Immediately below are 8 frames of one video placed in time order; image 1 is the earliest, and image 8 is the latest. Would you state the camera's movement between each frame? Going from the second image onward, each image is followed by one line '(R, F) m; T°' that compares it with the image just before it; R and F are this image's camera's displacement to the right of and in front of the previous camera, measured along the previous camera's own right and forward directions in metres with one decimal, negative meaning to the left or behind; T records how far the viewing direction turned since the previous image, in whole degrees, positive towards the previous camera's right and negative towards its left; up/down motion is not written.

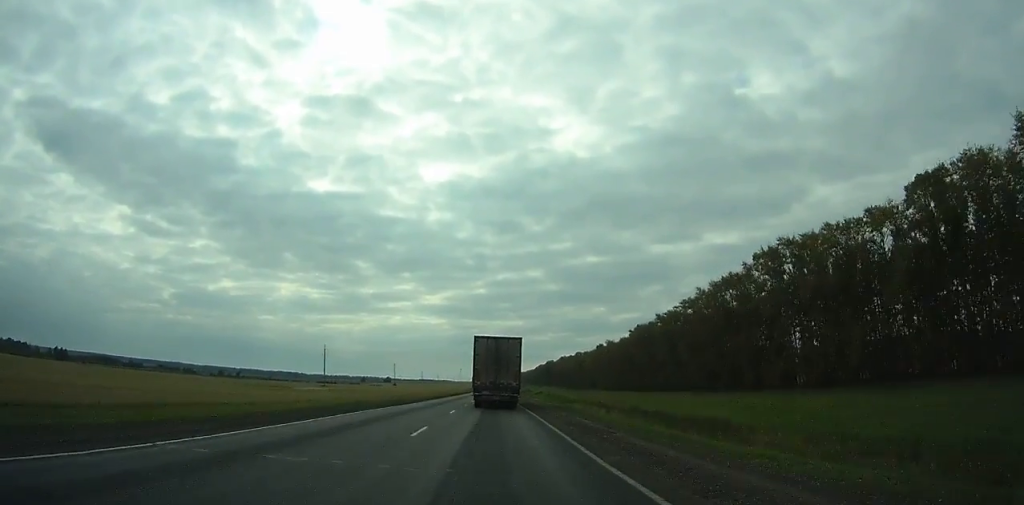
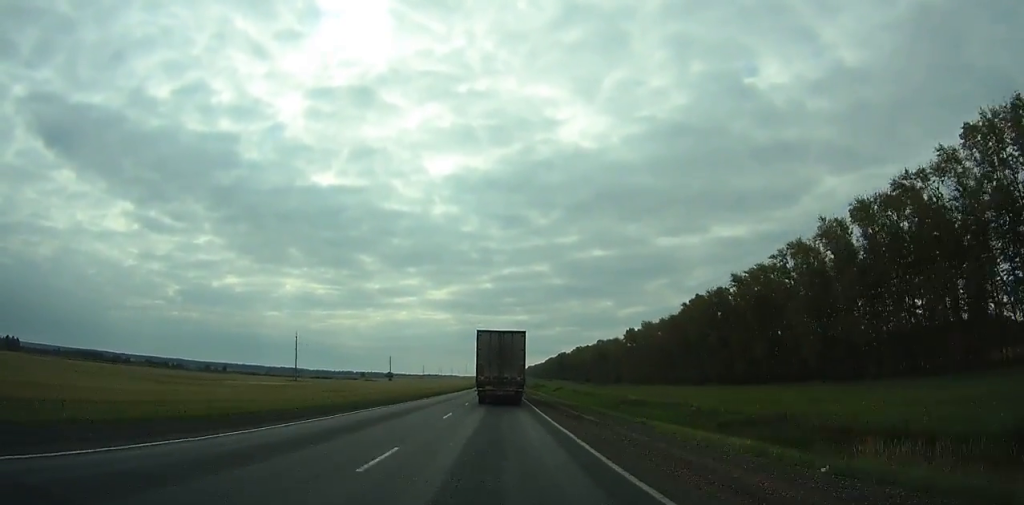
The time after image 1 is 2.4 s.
(+0.2, +53.3) m; 0°
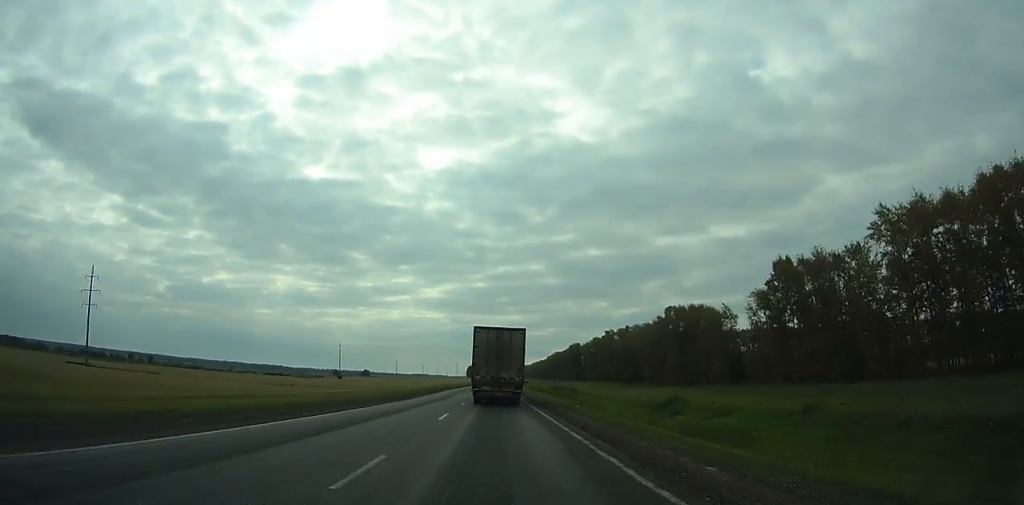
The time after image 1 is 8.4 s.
(+0.2, +133.8) m; 0°
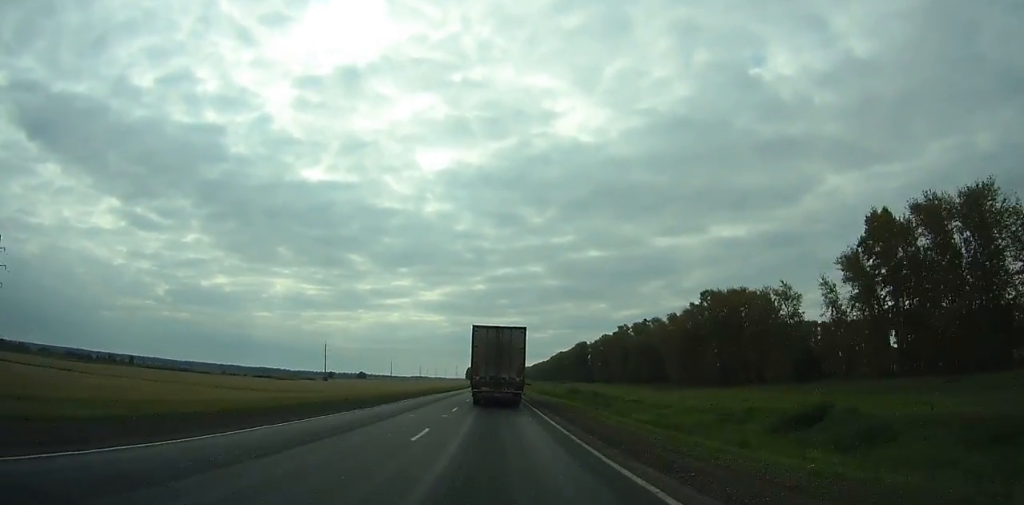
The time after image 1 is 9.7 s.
(0.0, +29.1) m; 0°
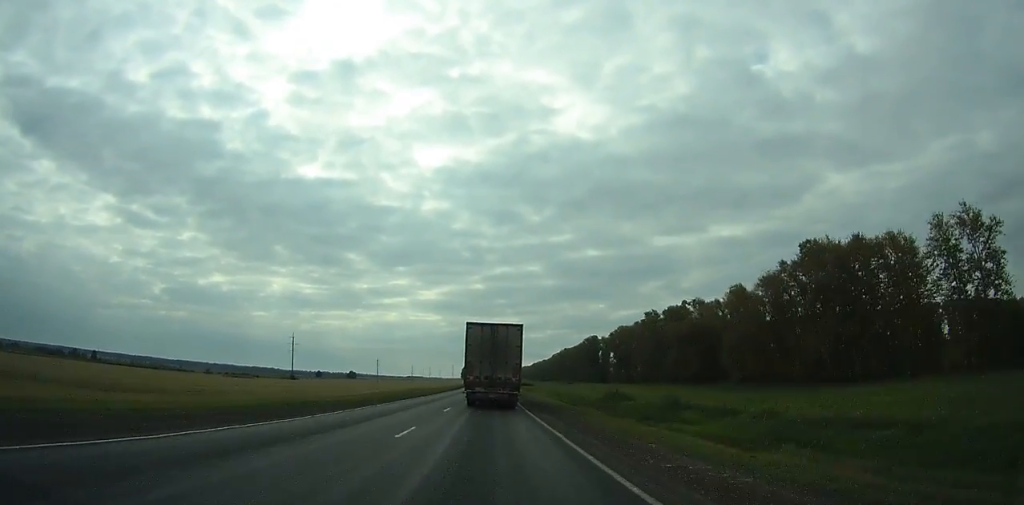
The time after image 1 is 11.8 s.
(0.0, +47.1) m; 0°
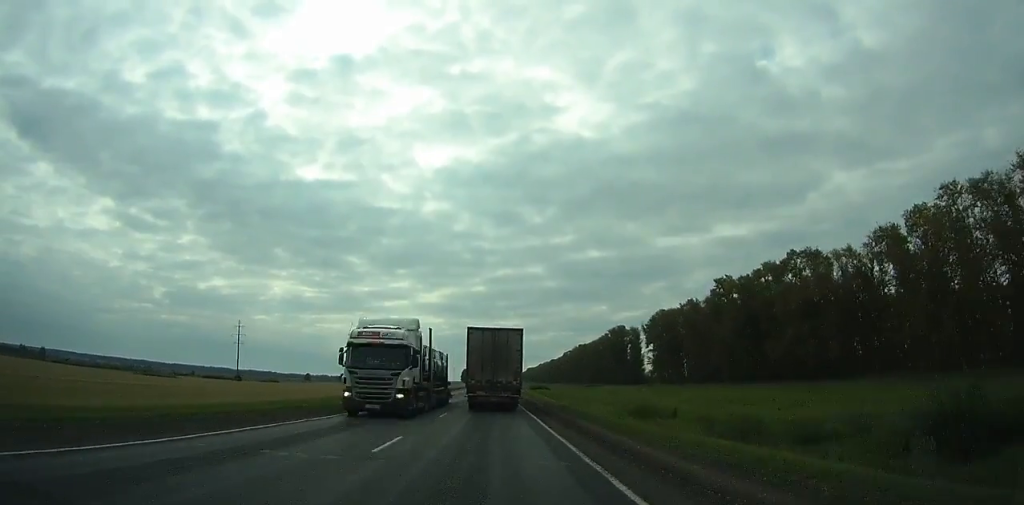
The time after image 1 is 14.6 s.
(0.0, +62.5) m; 0°
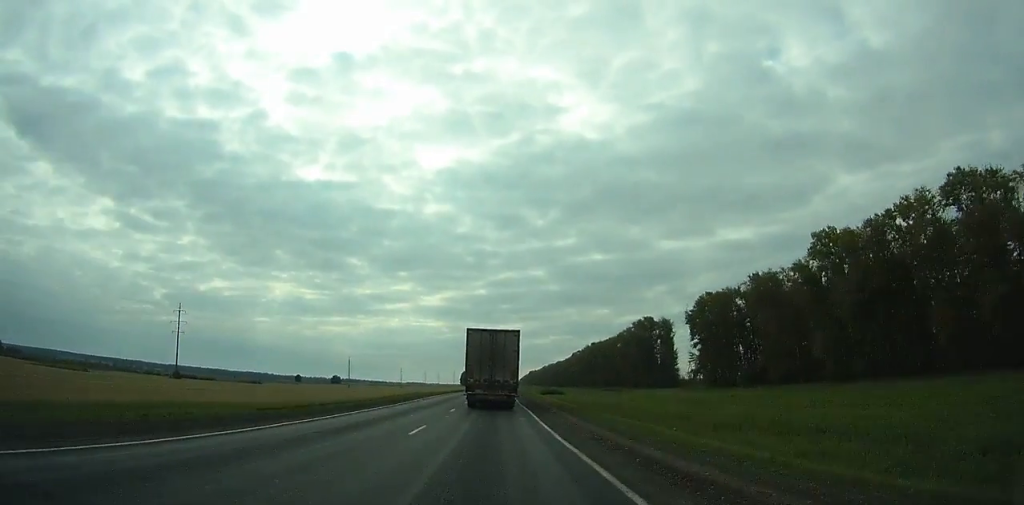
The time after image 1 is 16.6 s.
(0.0, +44.3) m; 0°
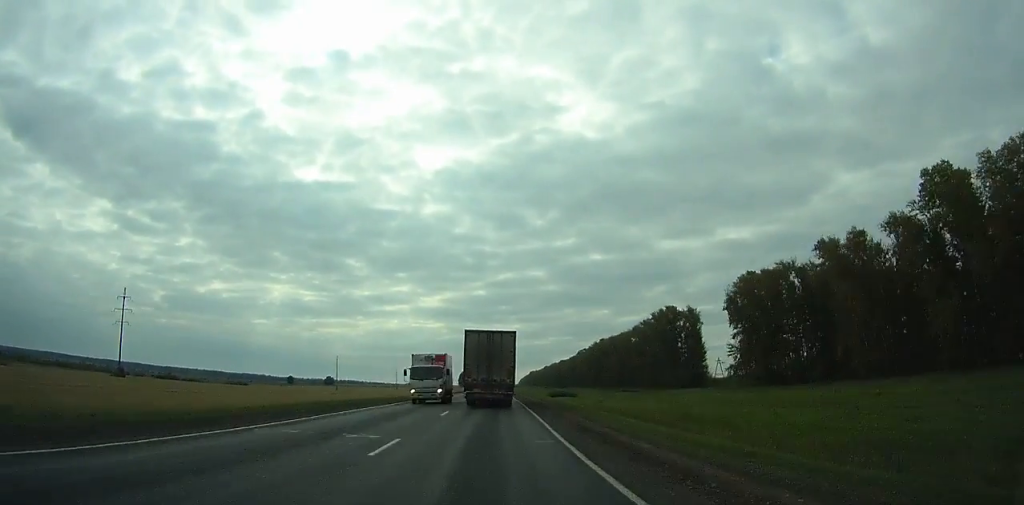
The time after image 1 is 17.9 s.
(0.0, +28.7) m; 0°
